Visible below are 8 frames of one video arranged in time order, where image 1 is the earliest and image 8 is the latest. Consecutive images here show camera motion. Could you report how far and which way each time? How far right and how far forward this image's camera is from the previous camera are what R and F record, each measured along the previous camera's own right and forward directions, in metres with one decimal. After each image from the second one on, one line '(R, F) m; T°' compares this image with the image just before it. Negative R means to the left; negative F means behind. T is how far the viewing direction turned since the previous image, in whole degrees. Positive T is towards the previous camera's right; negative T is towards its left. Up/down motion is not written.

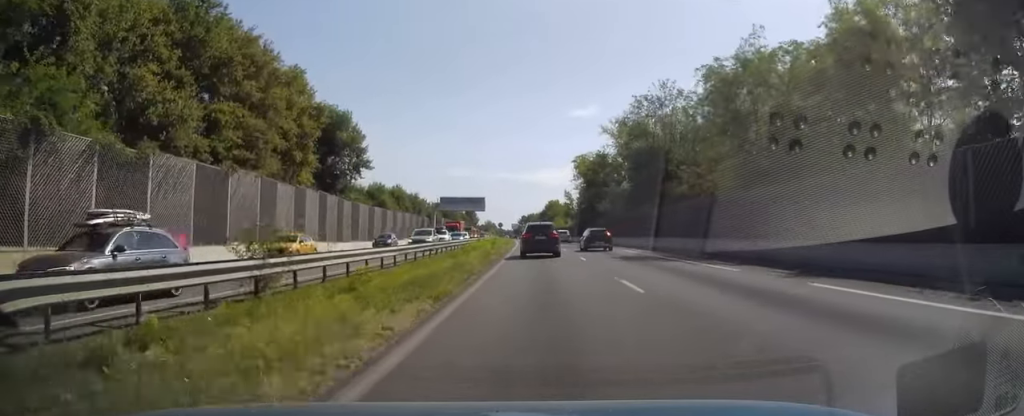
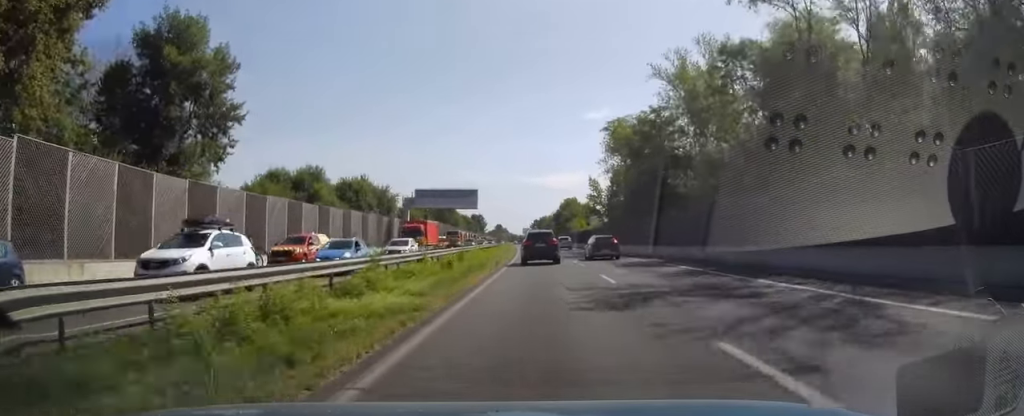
(-0.8, +35.6) m; -2°
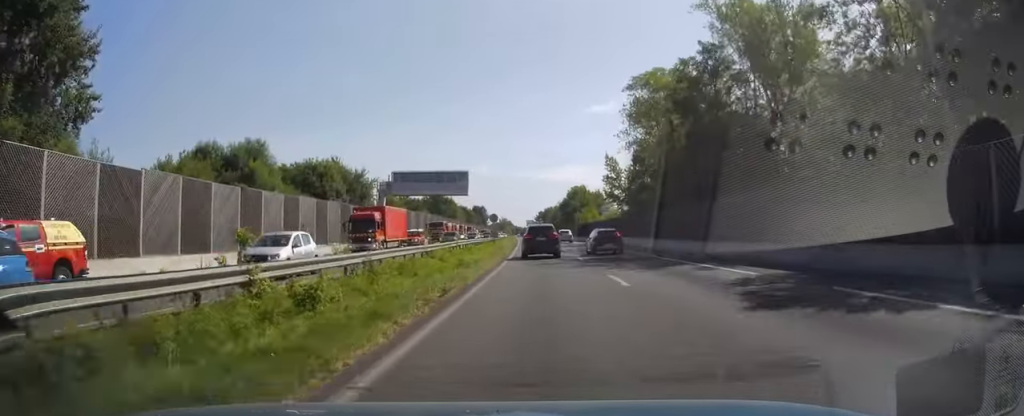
(-0.1, +16.5) m; 0°
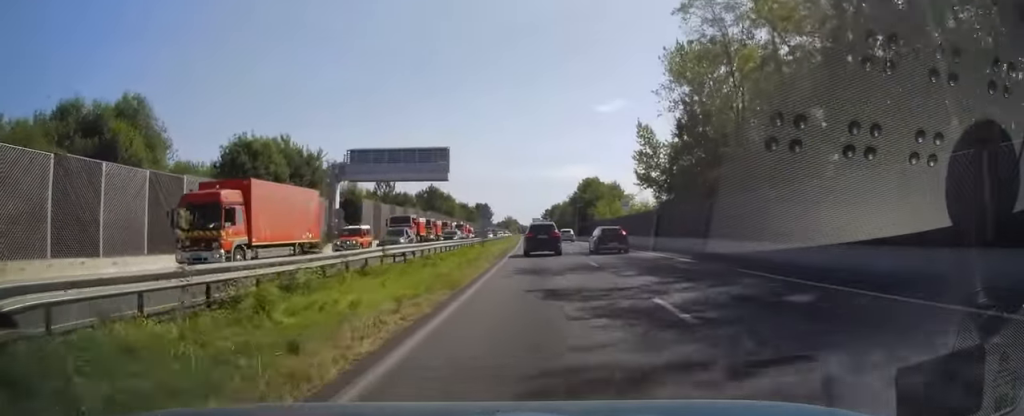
(0.0, +19.6) m; 0°
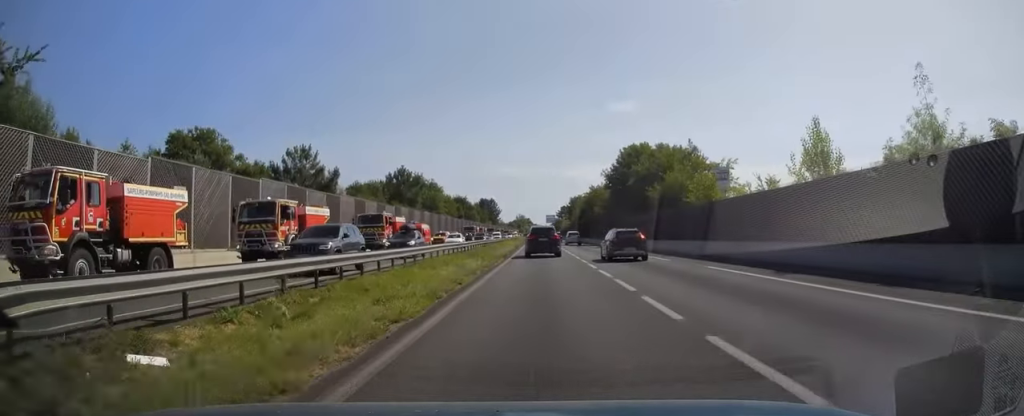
(-0.8, +48.8) m; -2°
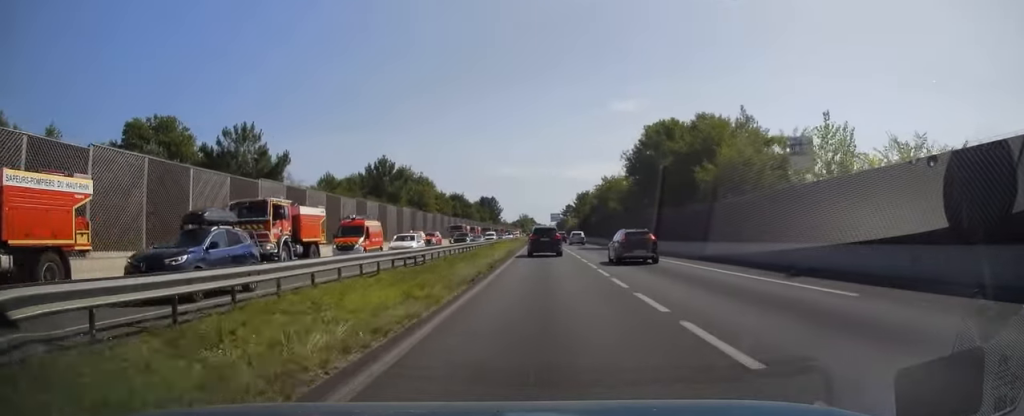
(0.0, +16.5) m; 0°
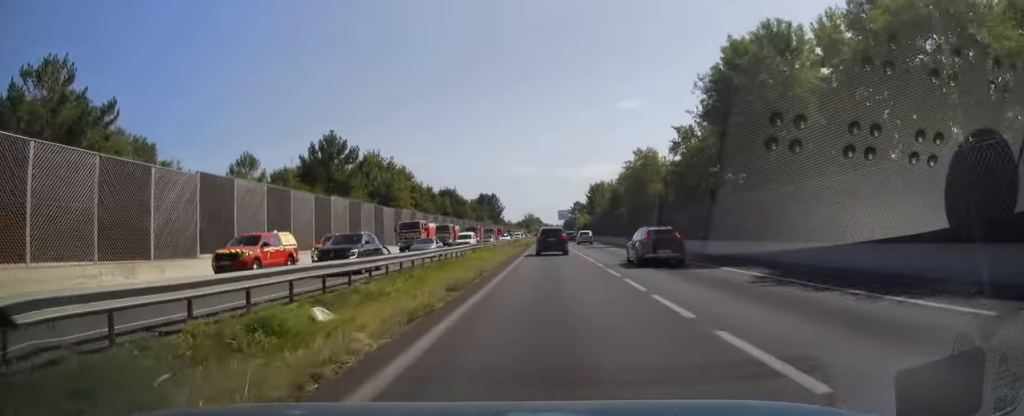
(0.0, +28.0) m; -1°
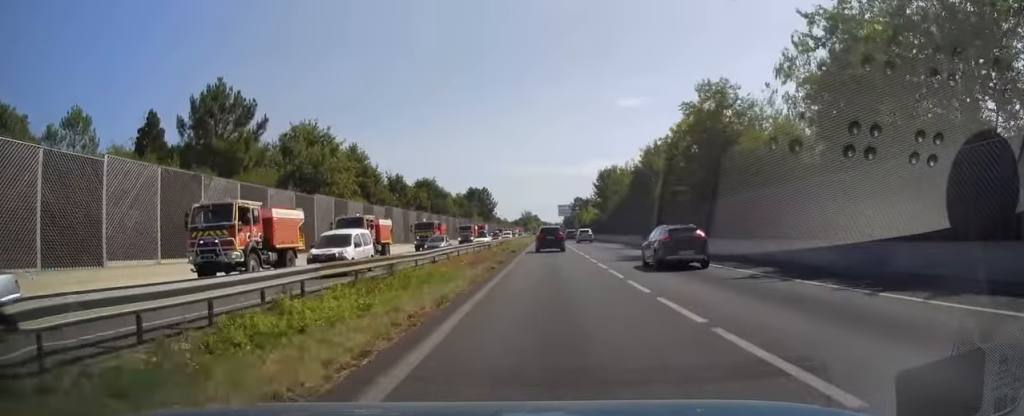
(-0.4, +27.6) m; 0°
